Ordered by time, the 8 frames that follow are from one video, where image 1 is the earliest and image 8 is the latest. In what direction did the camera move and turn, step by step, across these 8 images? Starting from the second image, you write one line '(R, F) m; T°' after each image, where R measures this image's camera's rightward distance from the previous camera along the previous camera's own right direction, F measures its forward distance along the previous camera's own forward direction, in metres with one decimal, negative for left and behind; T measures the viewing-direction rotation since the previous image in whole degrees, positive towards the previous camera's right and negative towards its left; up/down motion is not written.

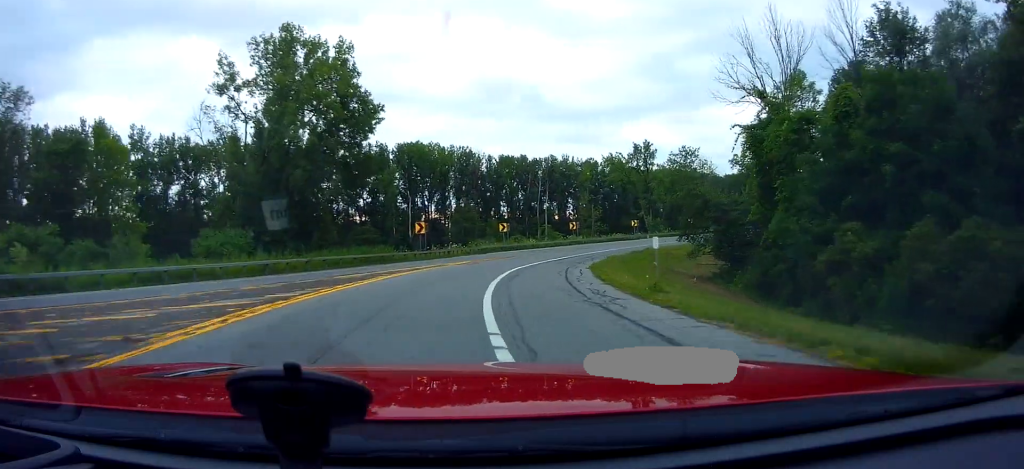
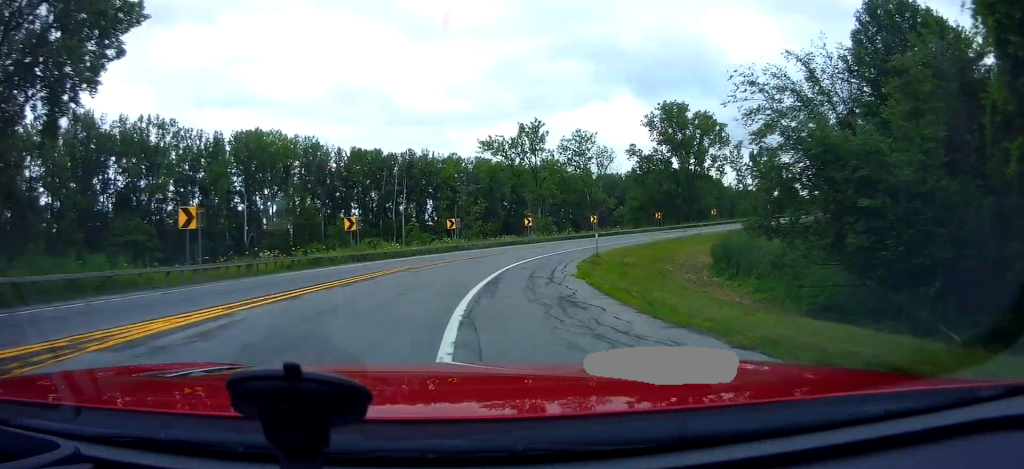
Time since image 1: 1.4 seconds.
(+3.0, +25.2) m; +13°
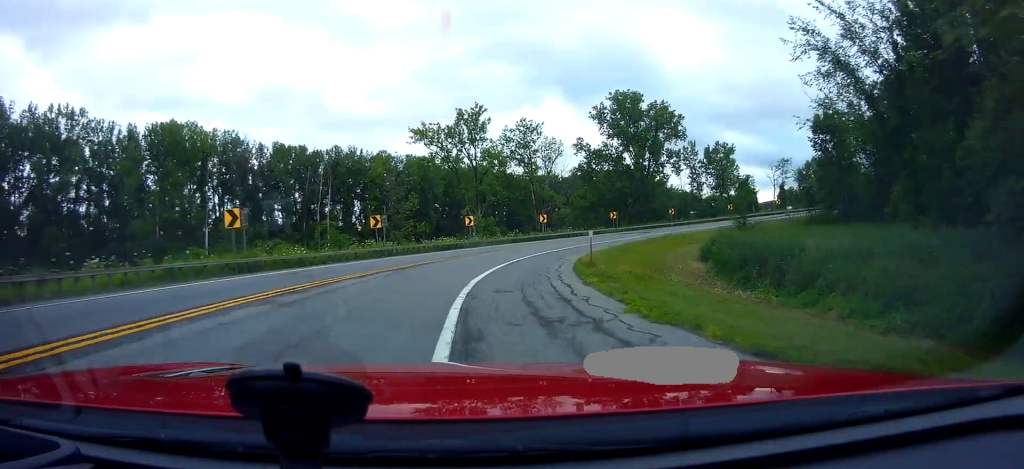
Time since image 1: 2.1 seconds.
(+1.4, +12.8) m; +1°
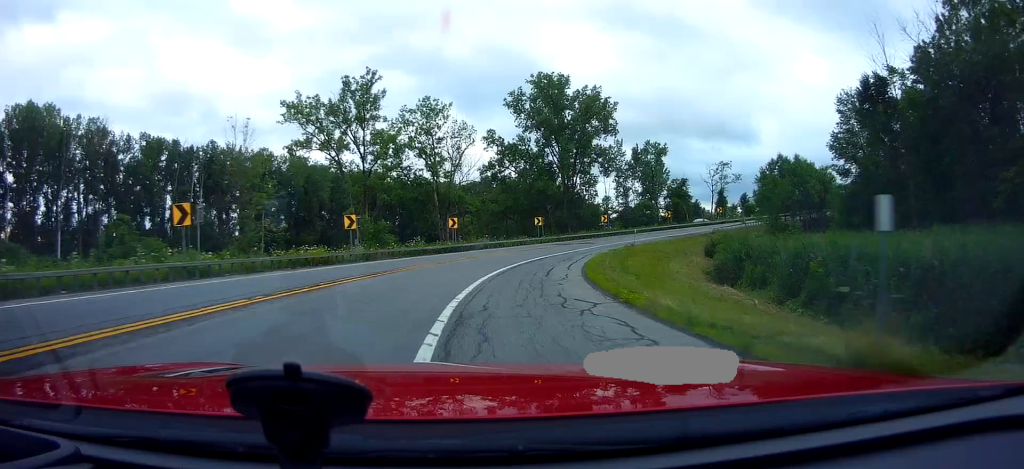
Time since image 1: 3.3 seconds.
(-1.0, +20.3) m; +13°
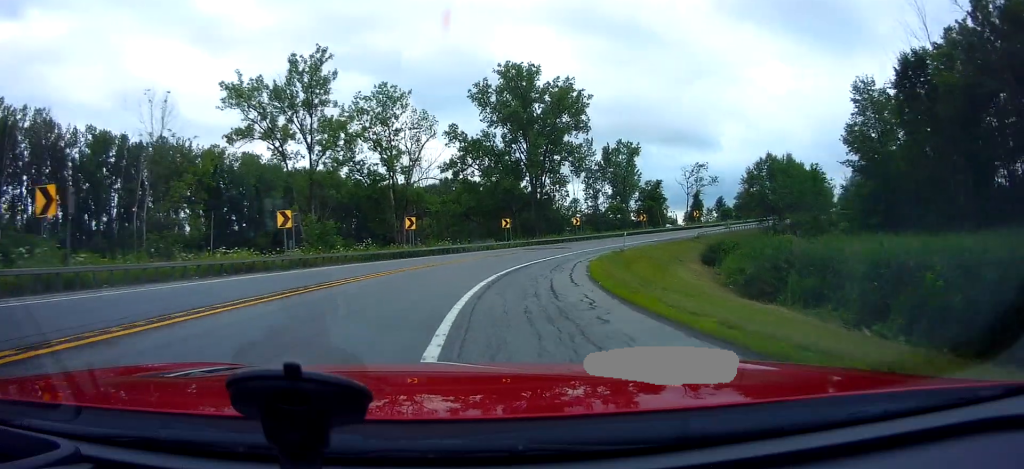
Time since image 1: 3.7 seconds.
(+2.2, +7.3) m; +9°
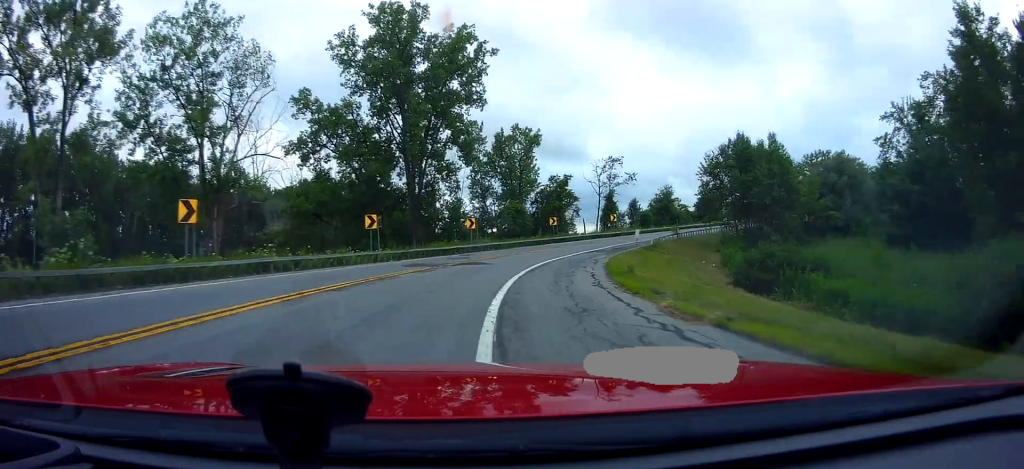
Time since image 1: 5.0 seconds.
(+4.7, +23.0) m; +16°
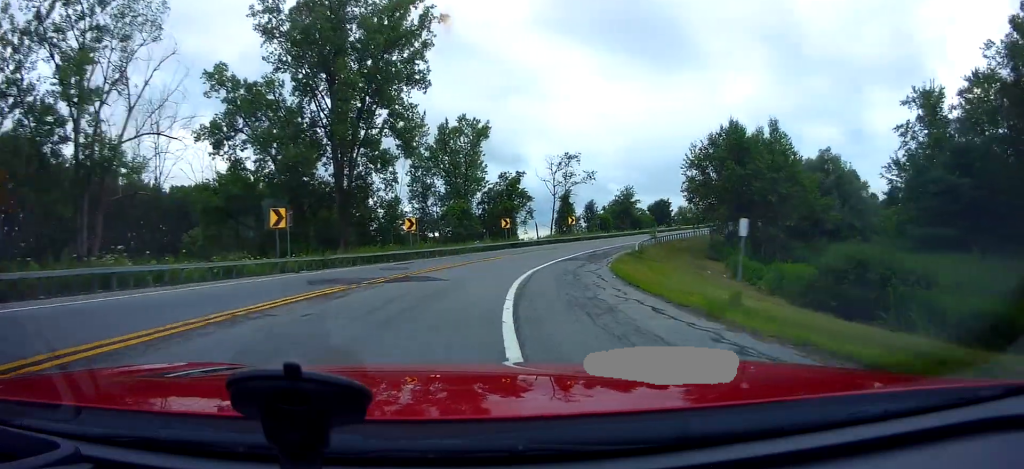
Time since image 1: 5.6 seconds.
(+0.4, +10.0) m; +5°
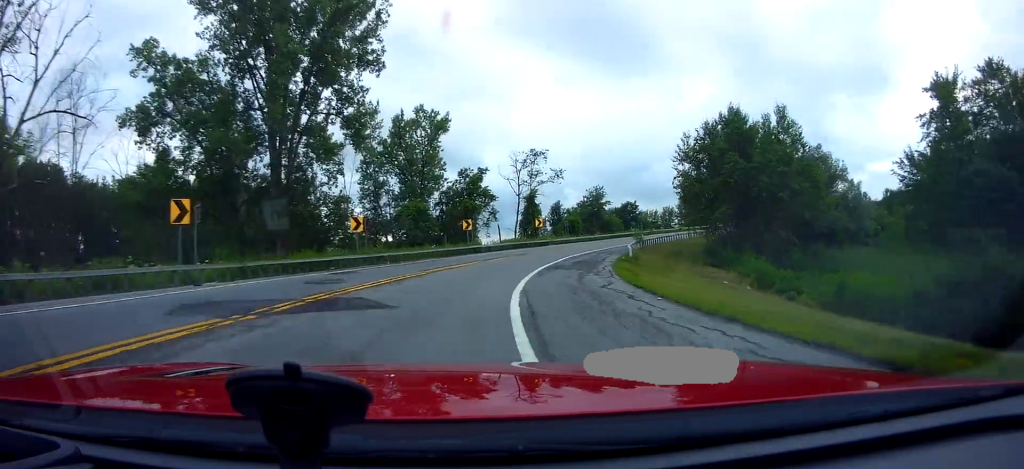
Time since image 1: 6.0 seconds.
(0.0, +7.1) m; +4°
